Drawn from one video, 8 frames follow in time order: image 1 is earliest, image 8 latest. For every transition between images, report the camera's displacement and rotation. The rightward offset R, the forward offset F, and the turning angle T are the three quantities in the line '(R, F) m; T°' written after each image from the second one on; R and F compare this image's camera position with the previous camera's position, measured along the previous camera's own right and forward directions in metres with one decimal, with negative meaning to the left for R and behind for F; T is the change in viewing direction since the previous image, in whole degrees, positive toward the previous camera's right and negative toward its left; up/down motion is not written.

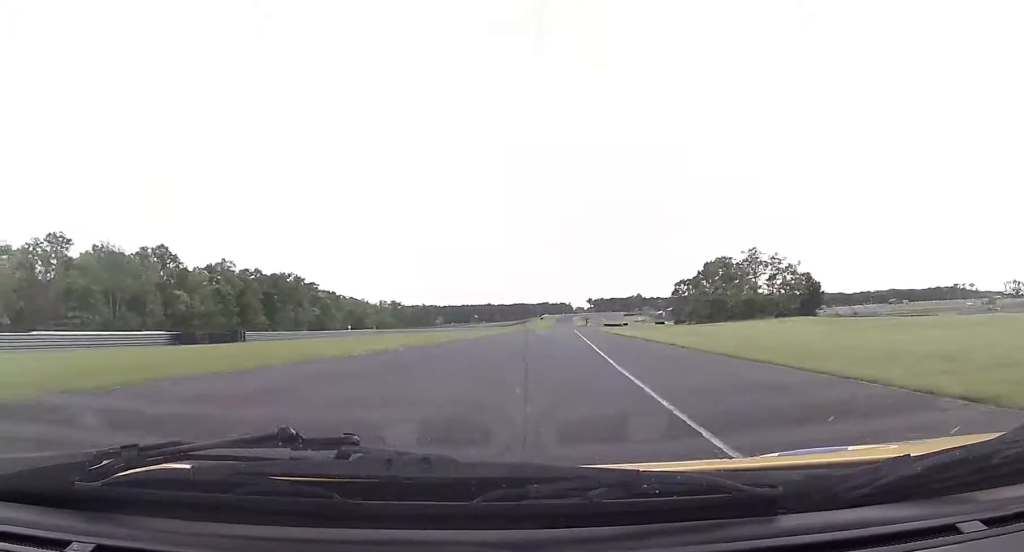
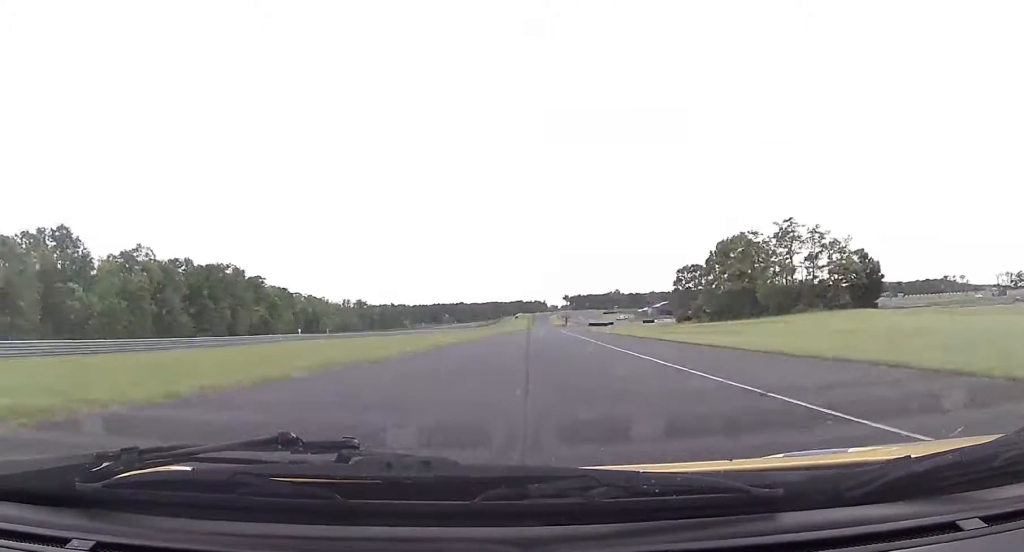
(+0.7, +30.7) m; +1°
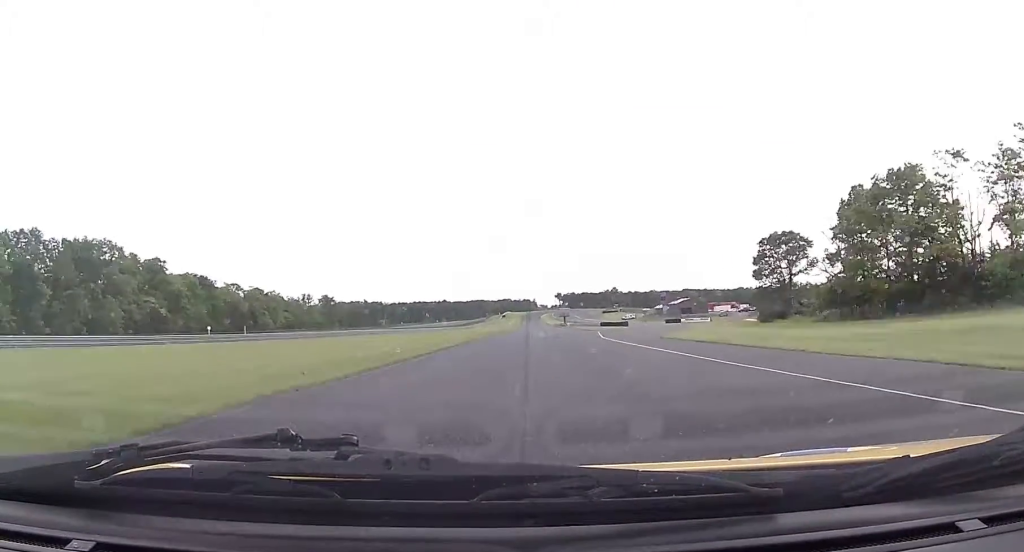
(+0.9, +59.8) m; +2°
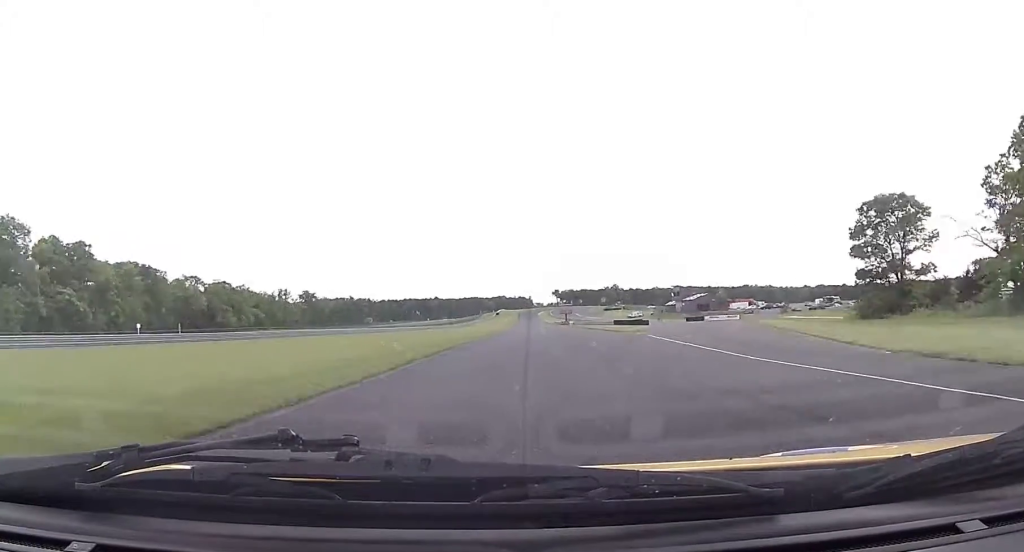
(+0.4, +30.6) m; +1°
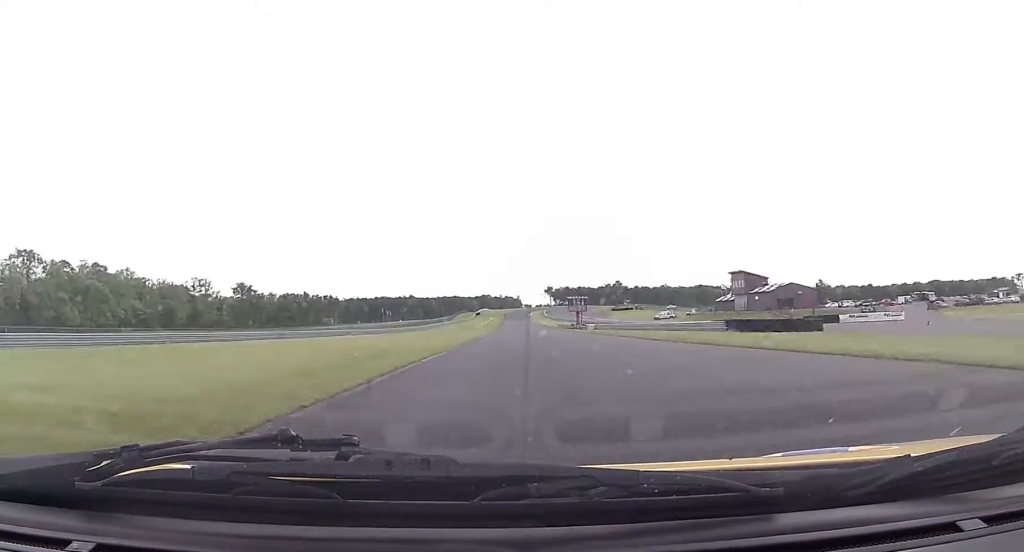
(+1.2, +80.9) m; +1°
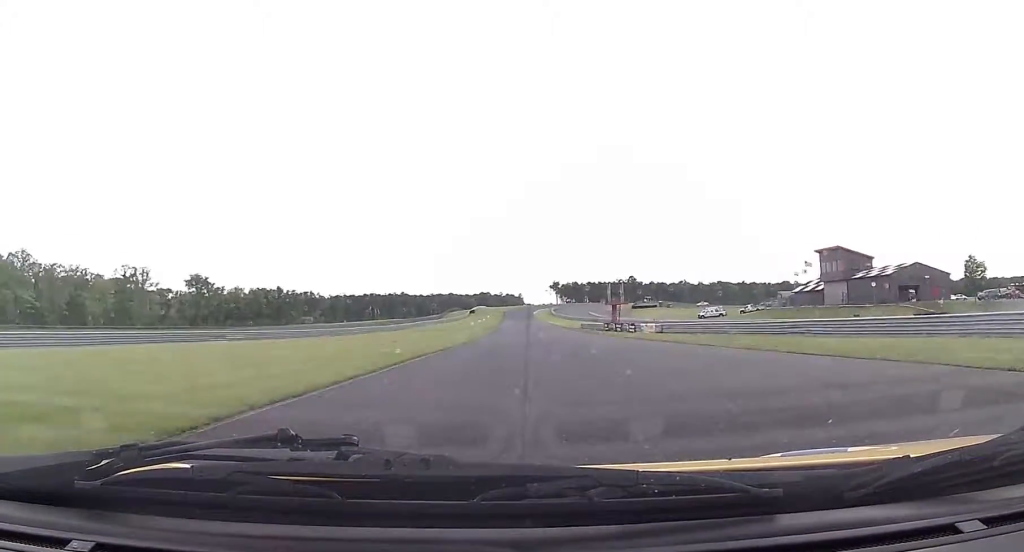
(-0.2, +49.1) m; 0°
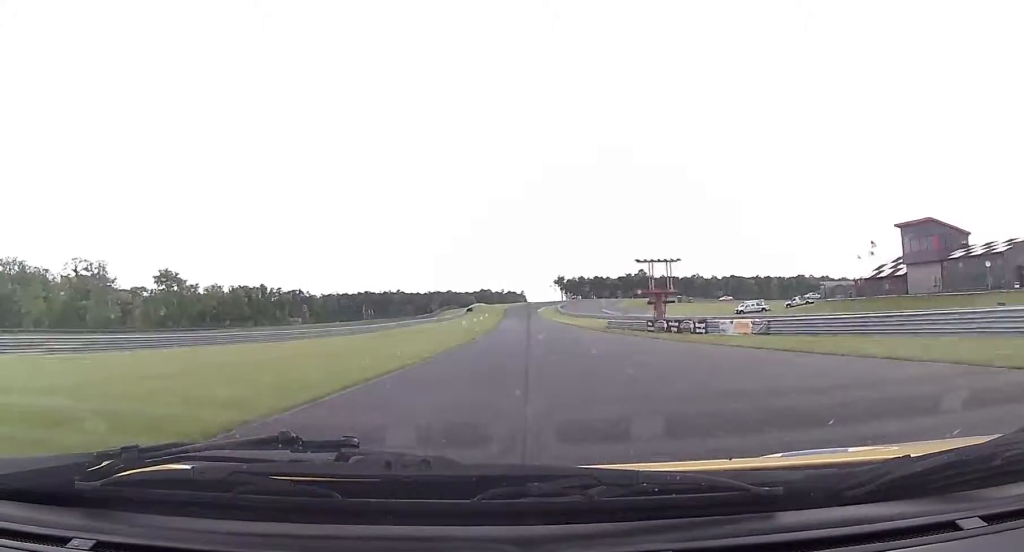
(+0.2, +28.0) m; 0°
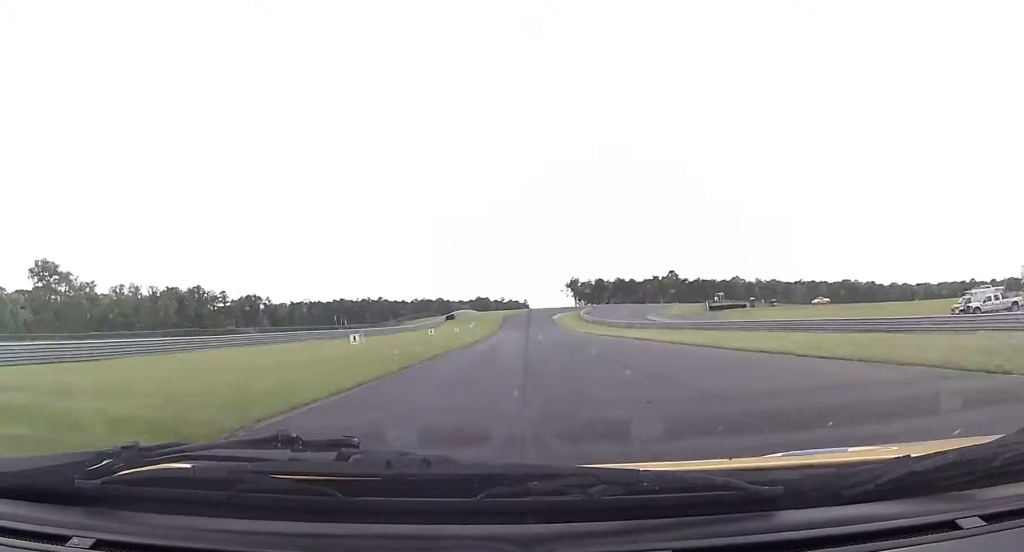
(-0.2, +77.9) m; 0°
